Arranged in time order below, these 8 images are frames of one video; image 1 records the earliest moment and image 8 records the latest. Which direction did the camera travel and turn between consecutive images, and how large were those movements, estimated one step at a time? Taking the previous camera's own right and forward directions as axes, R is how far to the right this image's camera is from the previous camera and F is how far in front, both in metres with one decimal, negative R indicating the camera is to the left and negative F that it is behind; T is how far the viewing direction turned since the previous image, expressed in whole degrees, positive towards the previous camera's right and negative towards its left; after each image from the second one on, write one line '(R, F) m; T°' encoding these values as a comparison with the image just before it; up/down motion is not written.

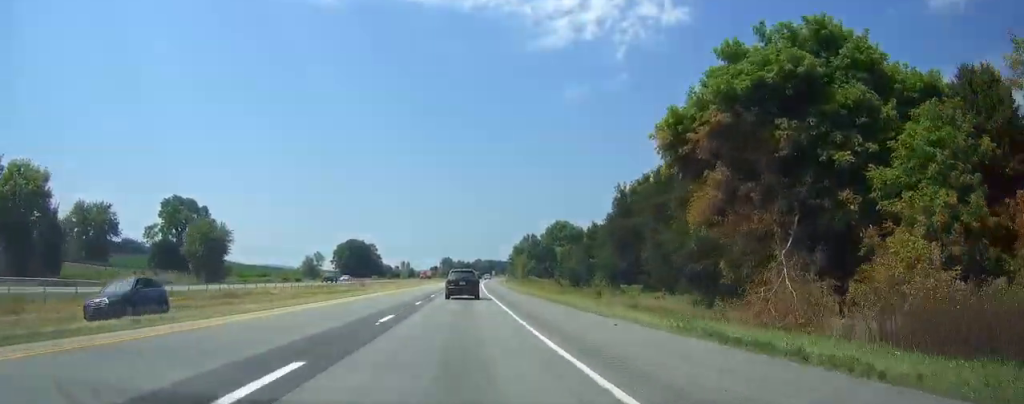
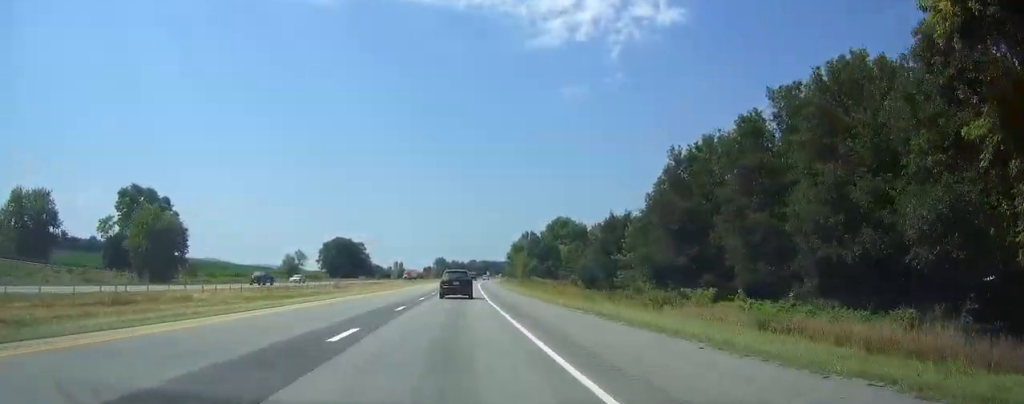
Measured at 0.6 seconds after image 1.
(+0.1, +18.5) m; +1°
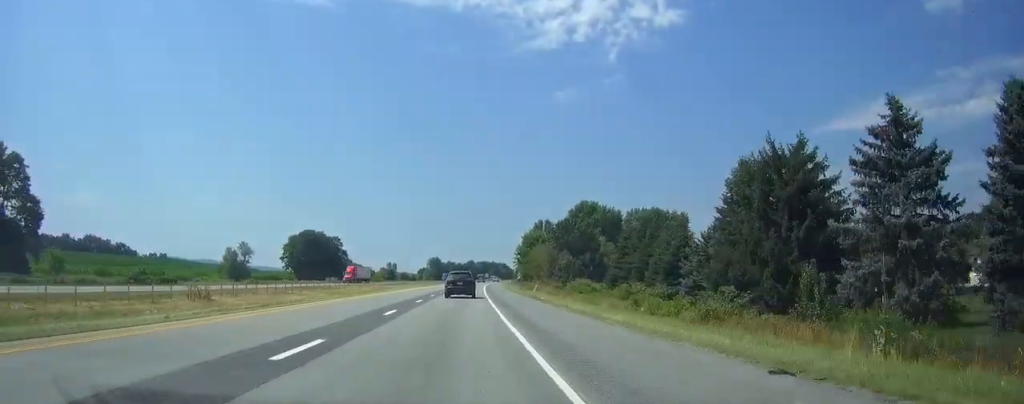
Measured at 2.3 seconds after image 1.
(+0.6, +52.1) m; +1°
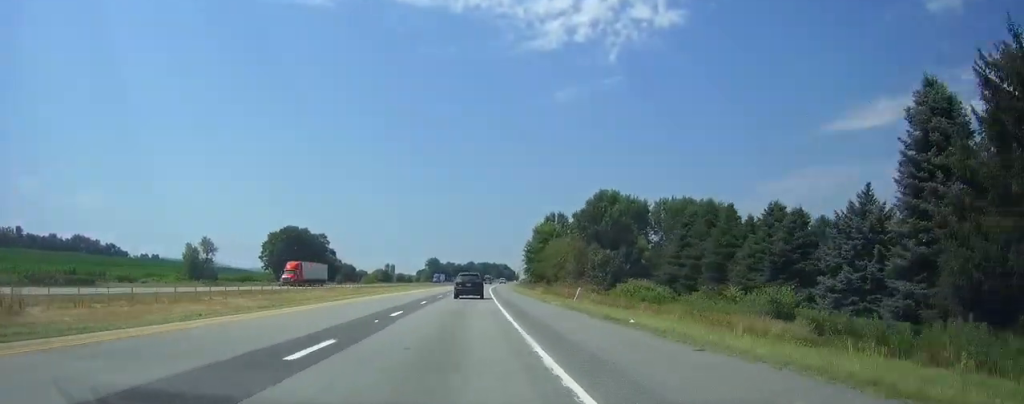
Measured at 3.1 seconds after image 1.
(0.0, +24.6) m; 0°
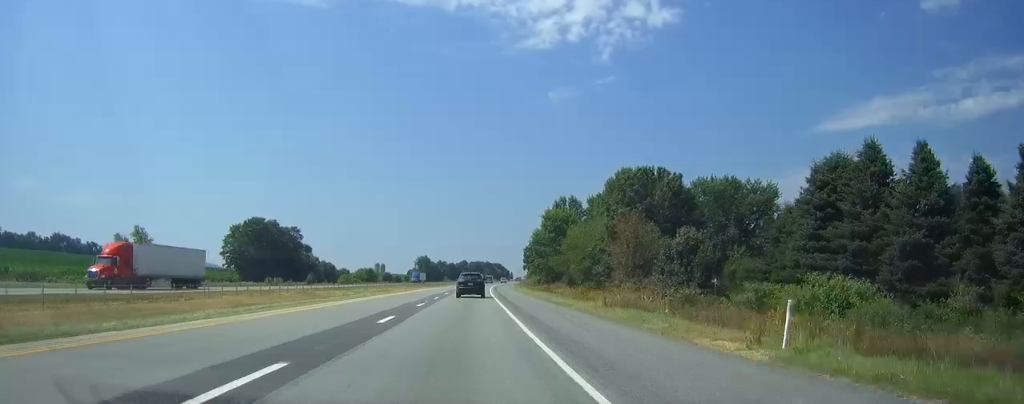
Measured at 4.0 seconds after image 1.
(0.0, +27.7) m; 0°
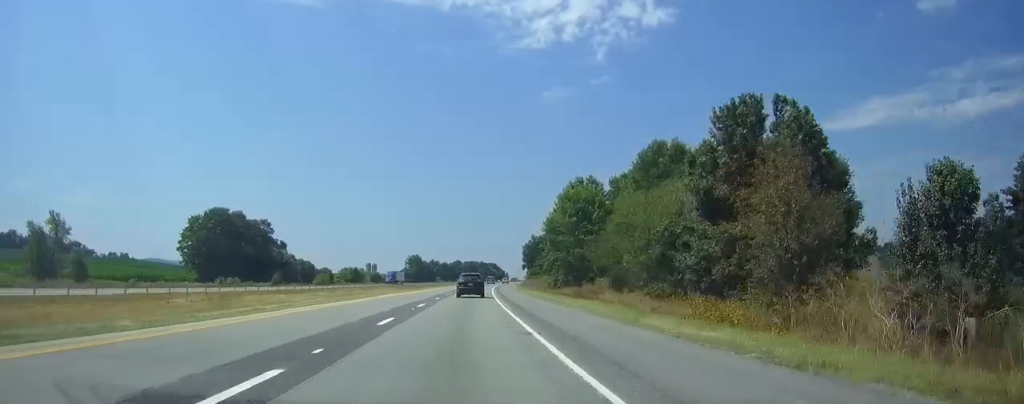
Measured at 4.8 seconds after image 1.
(0.0, +24.8) m; 0°
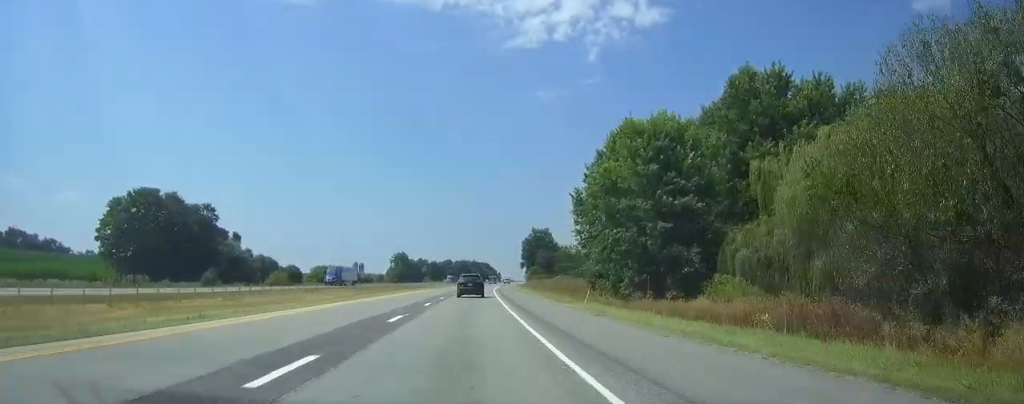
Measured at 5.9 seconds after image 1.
(0.0, +34.4) m; 0°
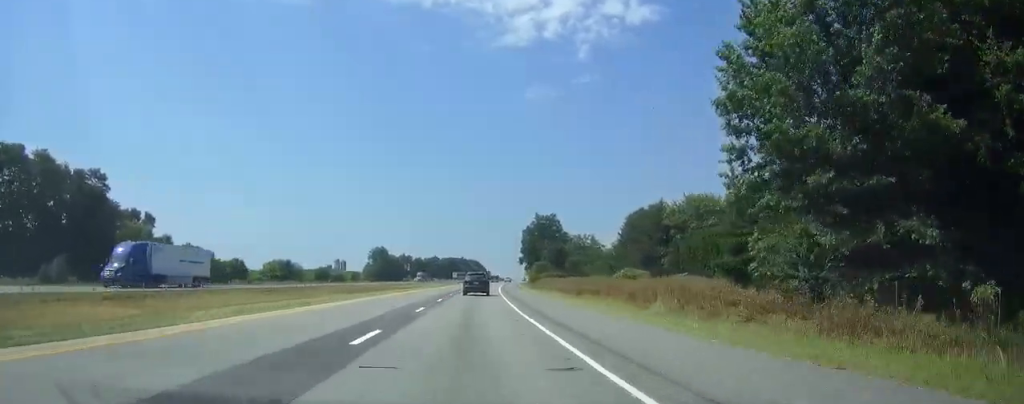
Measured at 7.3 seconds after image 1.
(+0.2, +43.3) m; +1°
